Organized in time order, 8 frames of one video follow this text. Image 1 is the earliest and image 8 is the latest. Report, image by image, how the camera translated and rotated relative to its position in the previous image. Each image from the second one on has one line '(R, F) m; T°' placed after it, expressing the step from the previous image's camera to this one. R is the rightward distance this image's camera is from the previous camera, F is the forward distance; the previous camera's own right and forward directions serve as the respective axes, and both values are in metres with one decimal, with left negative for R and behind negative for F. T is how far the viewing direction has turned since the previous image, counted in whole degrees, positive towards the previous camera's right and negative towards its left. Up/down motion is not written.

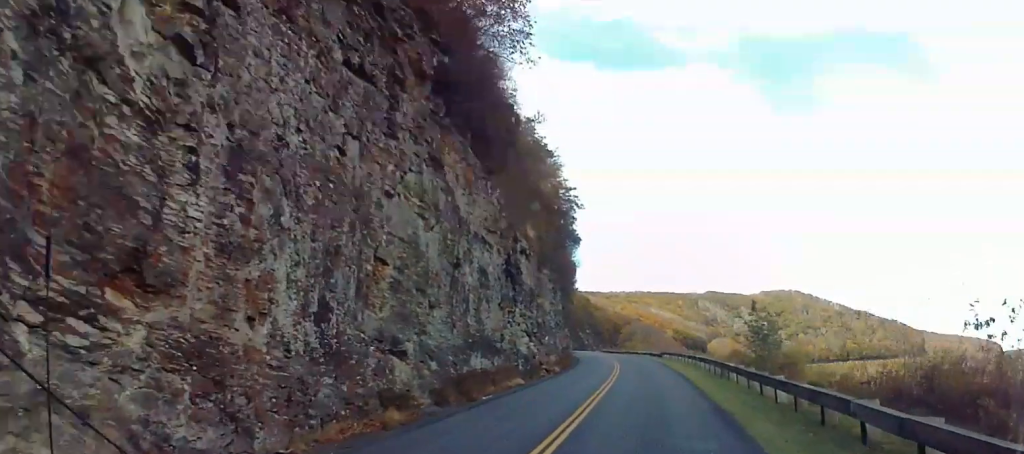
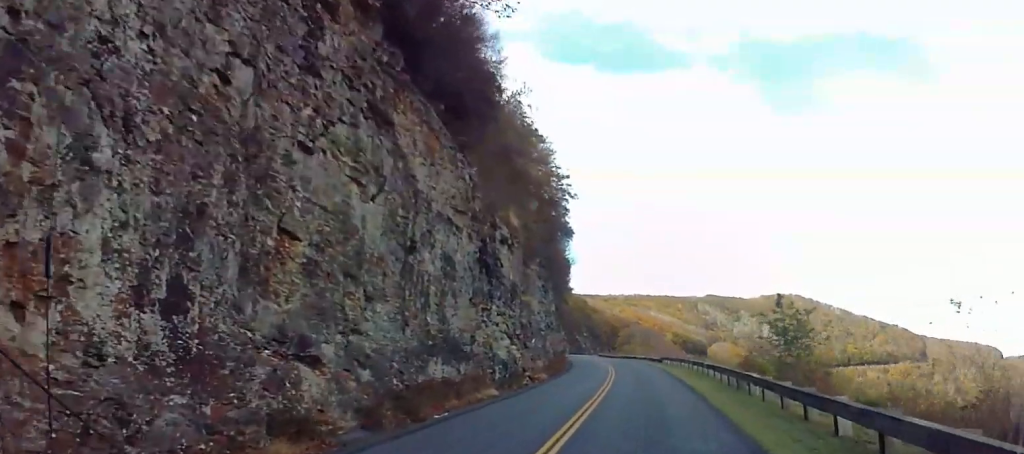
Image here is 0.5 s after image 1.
(+0.1, +7.1) m; +1°
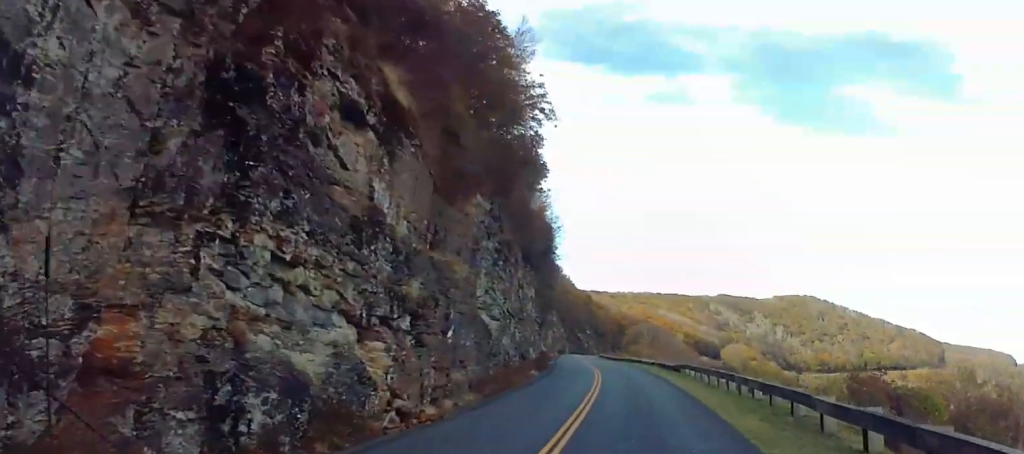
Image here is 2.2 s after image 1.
(0.0, +26.5) m; 0°
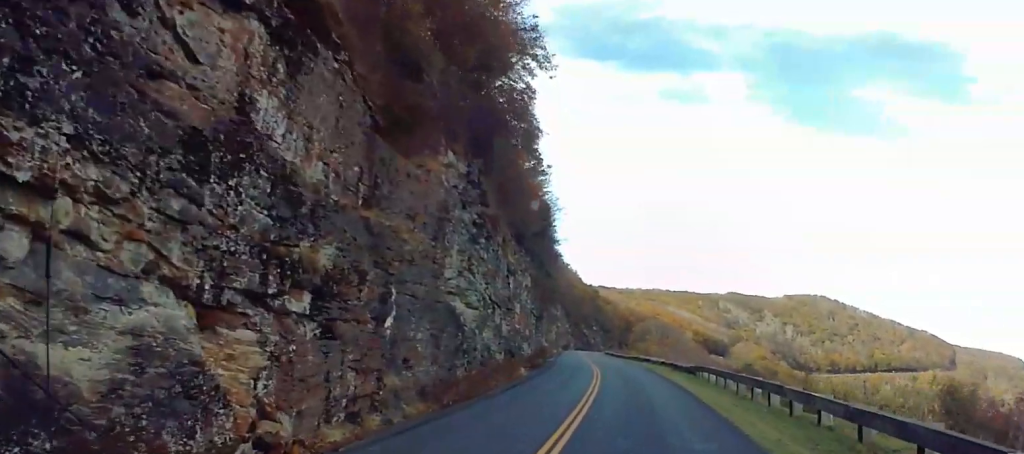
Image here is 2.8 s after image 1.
(0.0, +8.7) m; 0°
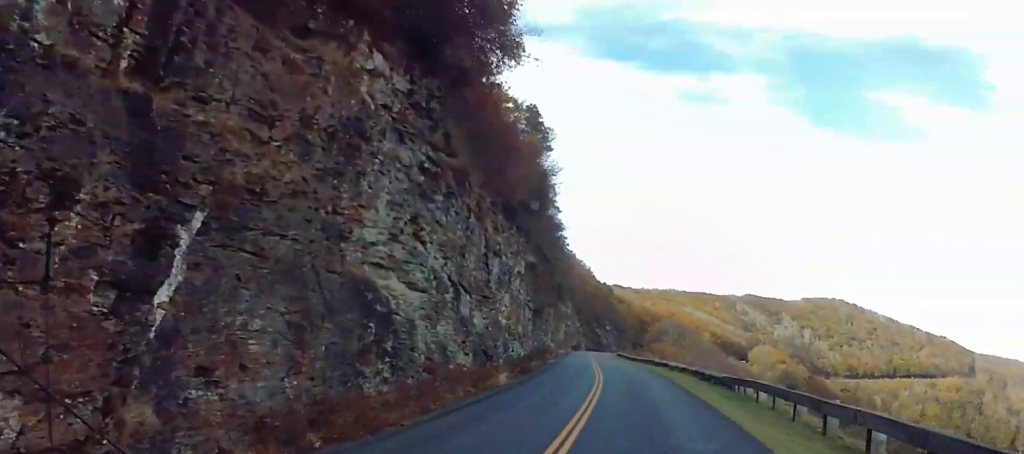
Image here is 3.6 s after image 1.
(0.0, +12.2) m; -1°
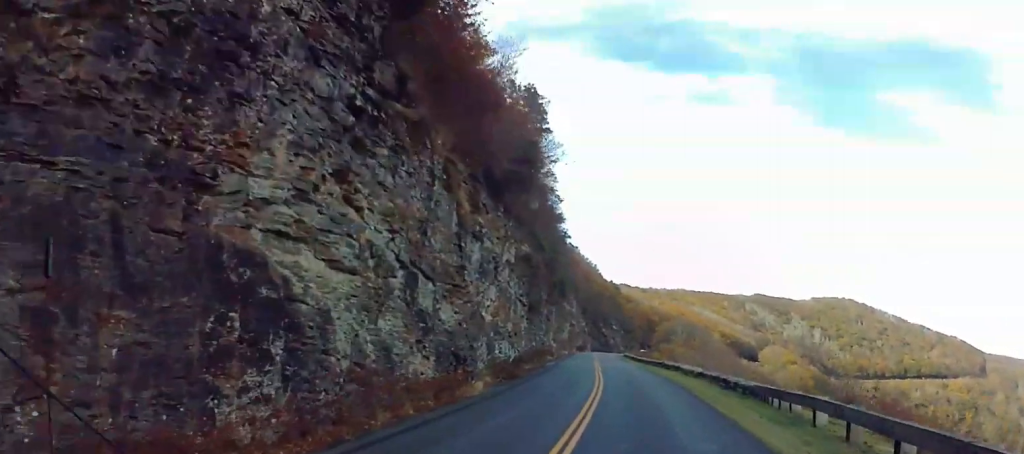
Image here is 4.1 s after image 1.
(+0.1, +7.6) m; -1°
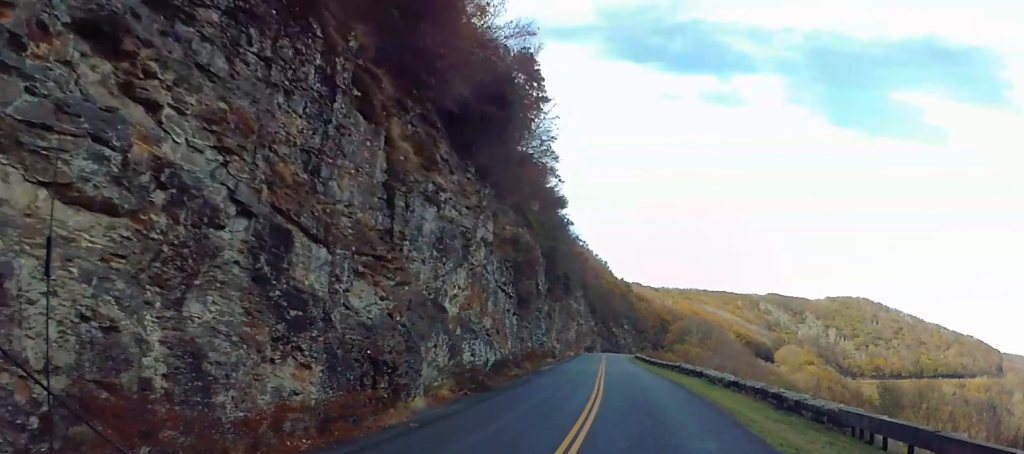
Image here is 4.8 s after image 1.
(-0.3, +10.7) m; -2°
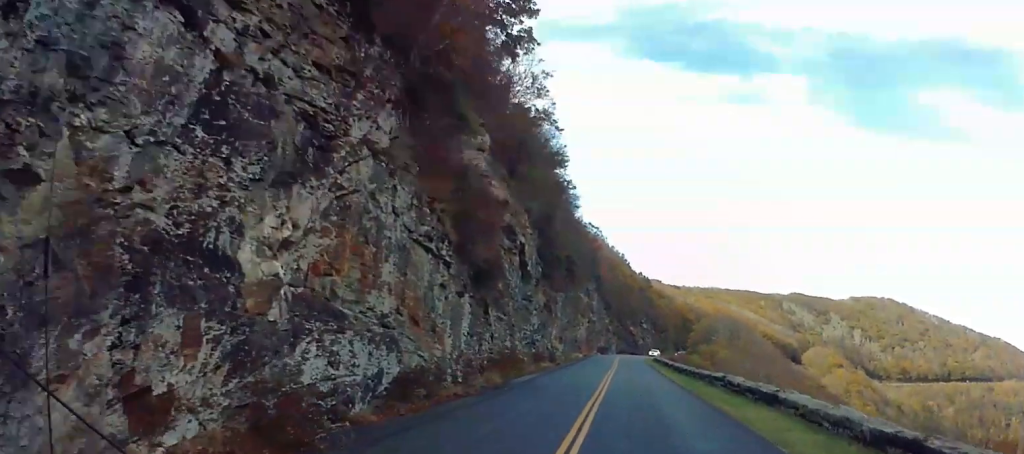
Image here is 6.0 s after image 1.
(-0.6, +18.7) m; -1°
